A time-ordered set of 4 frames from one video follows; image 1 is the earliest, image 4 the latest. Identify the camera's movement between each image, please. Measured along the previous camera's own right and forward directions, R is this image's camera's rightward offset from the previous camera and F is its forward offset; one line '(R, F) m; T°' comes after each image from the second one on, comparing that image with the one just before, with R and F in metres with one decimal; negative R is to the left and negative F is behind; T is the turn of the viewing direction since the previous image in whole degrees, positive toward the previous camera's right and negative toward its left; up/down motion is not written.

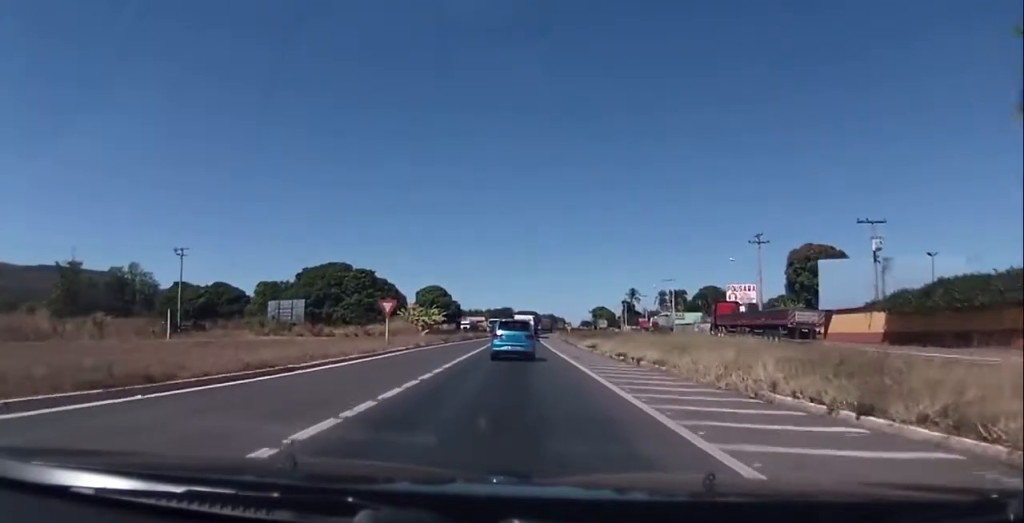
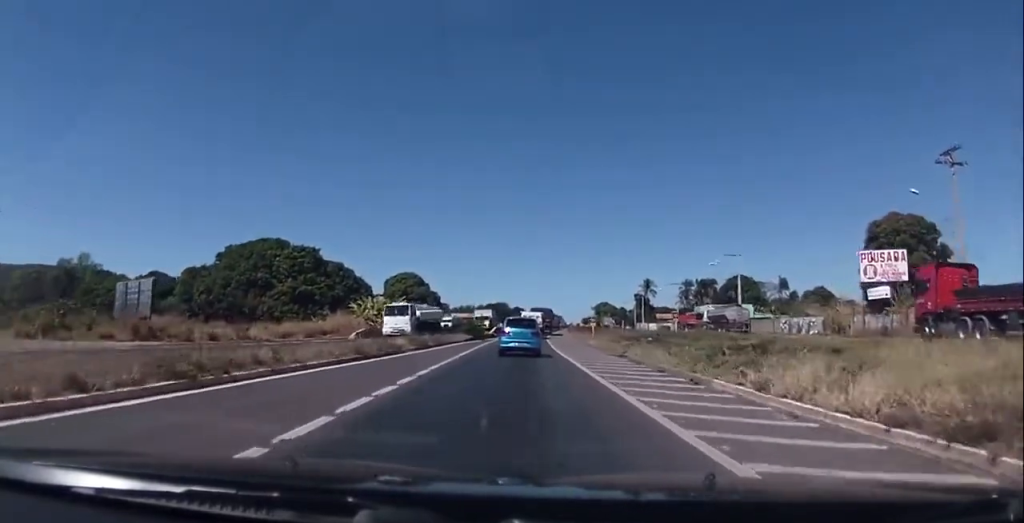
(+0.1, +36.9) m; 0°
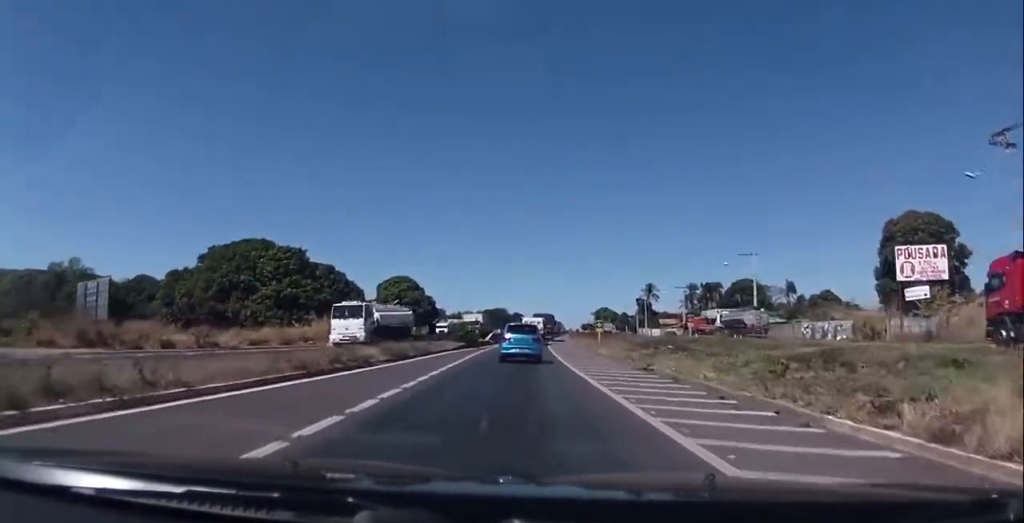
(-0.1, +5.8) m; 0°
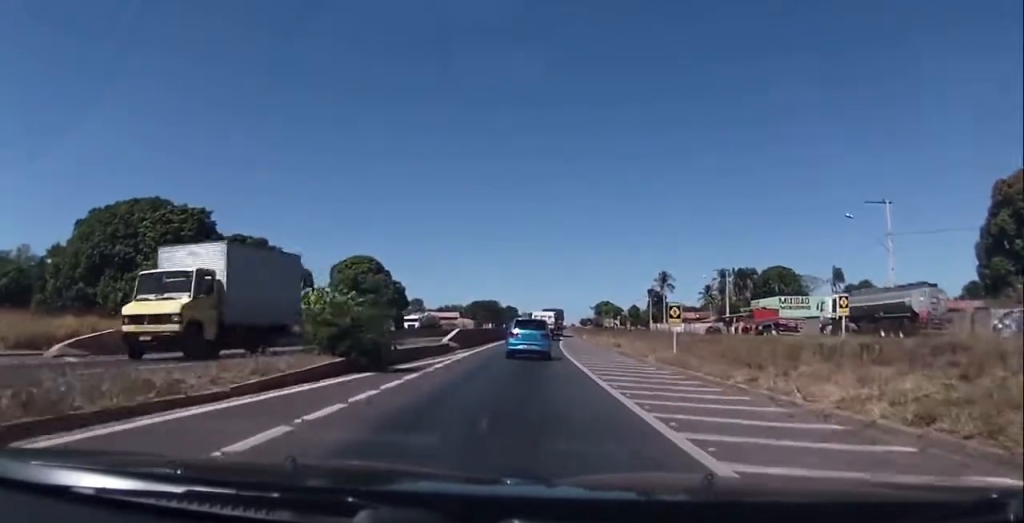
(+0.6, +30.2) m; +2°
